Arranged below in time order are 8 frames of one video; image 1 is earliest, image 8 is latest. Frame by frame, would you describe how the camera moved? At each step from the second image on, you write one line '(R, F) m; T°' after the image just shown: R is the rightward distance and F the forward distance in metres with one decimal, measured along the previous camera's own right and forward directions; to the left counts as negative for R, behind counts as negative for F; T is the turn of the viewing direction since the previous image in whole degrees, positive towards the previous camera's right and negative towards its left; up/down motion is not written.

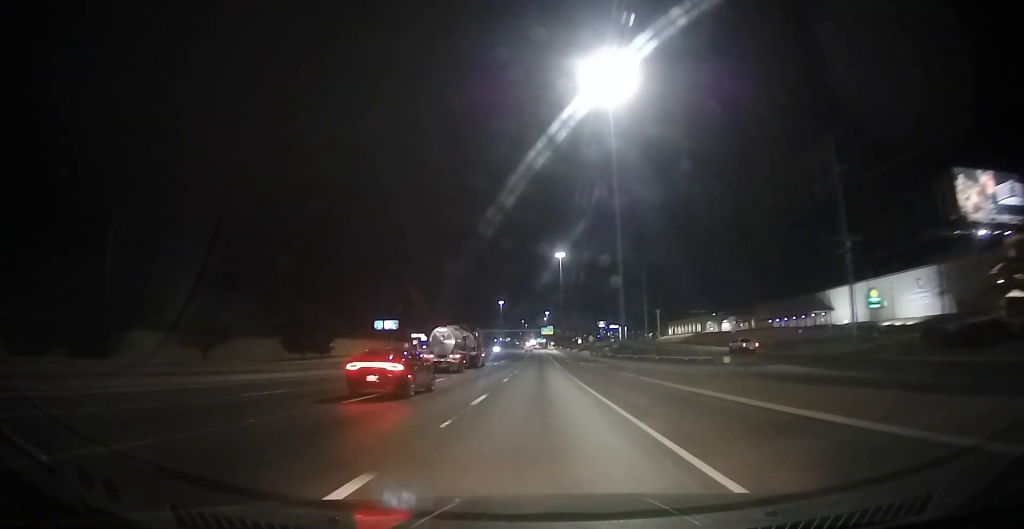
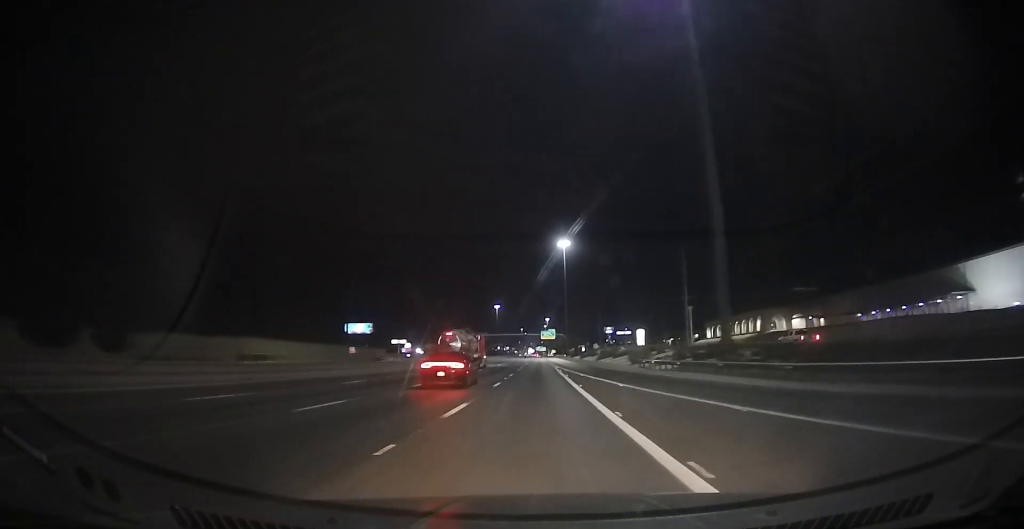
(-0.1, +51.7) m; 0°
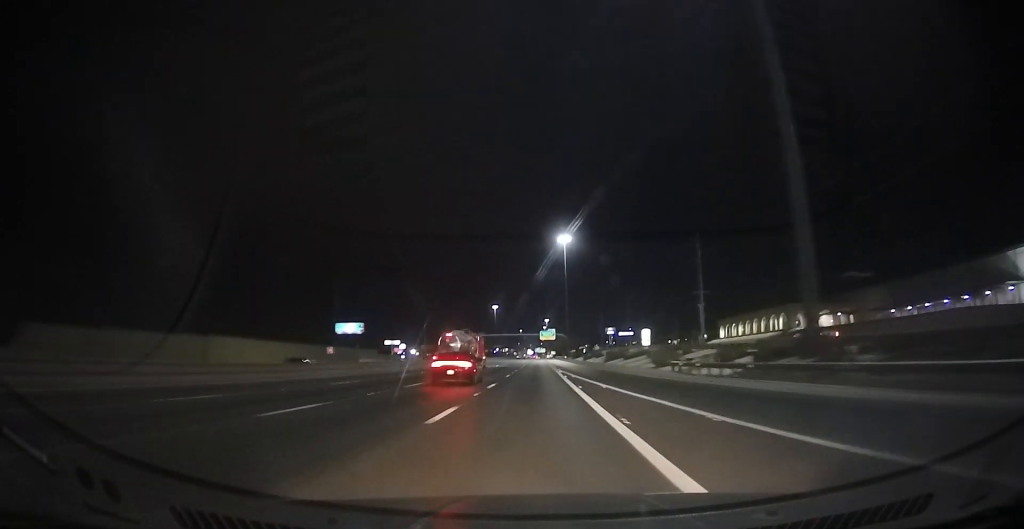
(+0.2, +13.7) m; 0°
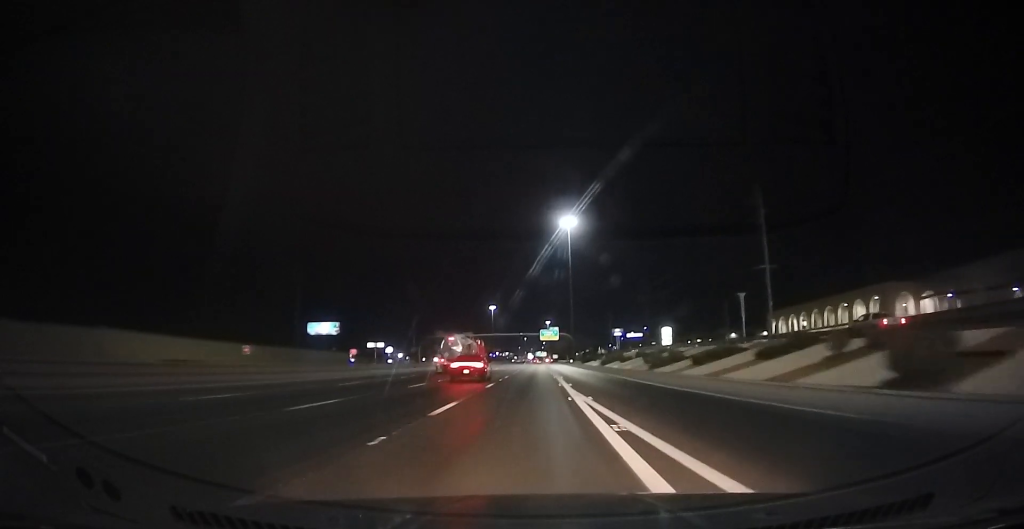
(-0.5, +35.3) m; -1°
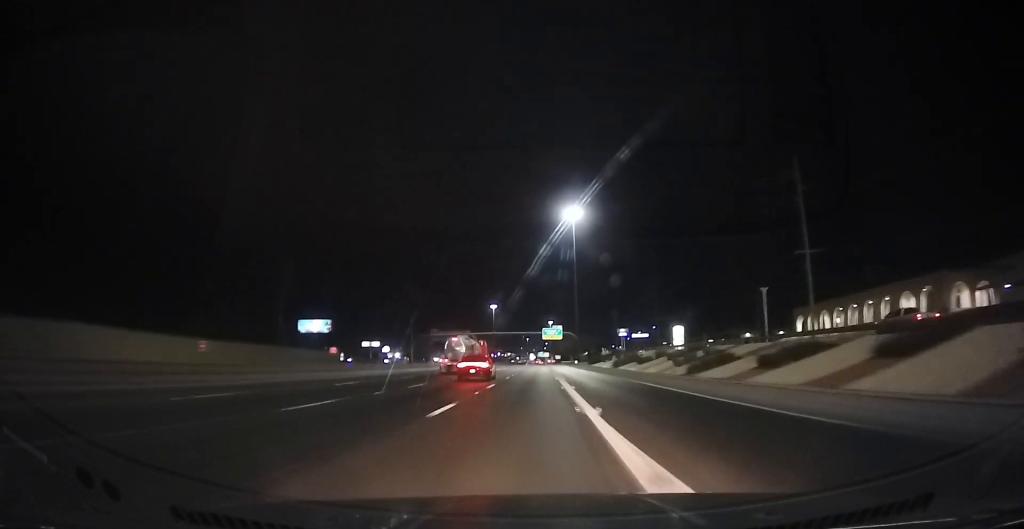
(0.0, +12.6) m; 0°
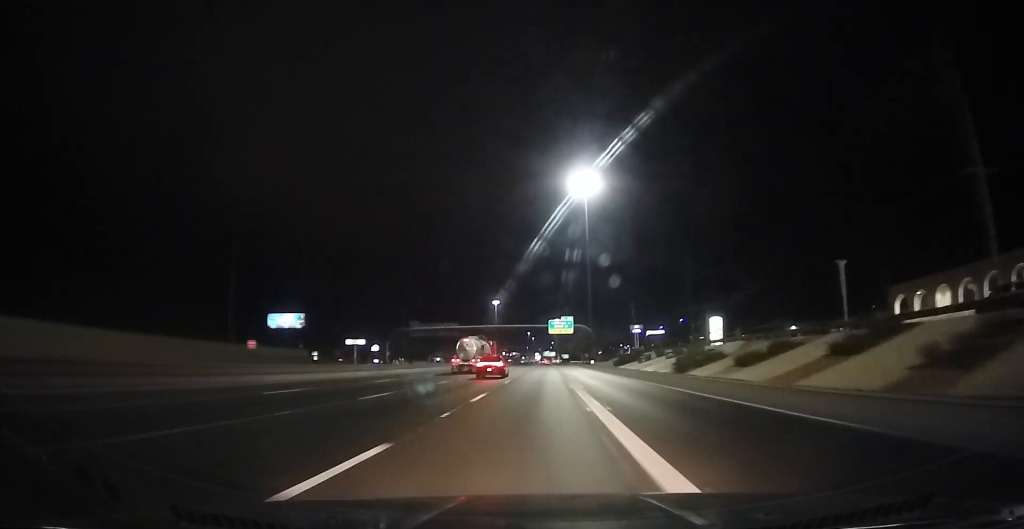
(-0.2, +32.0) m; +1°
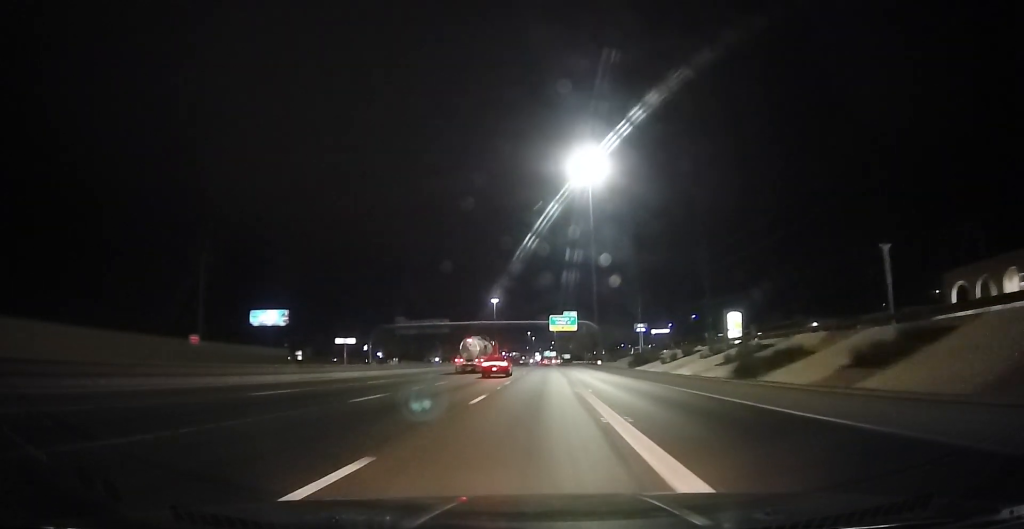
(+0.3, +13.4) m; 0°
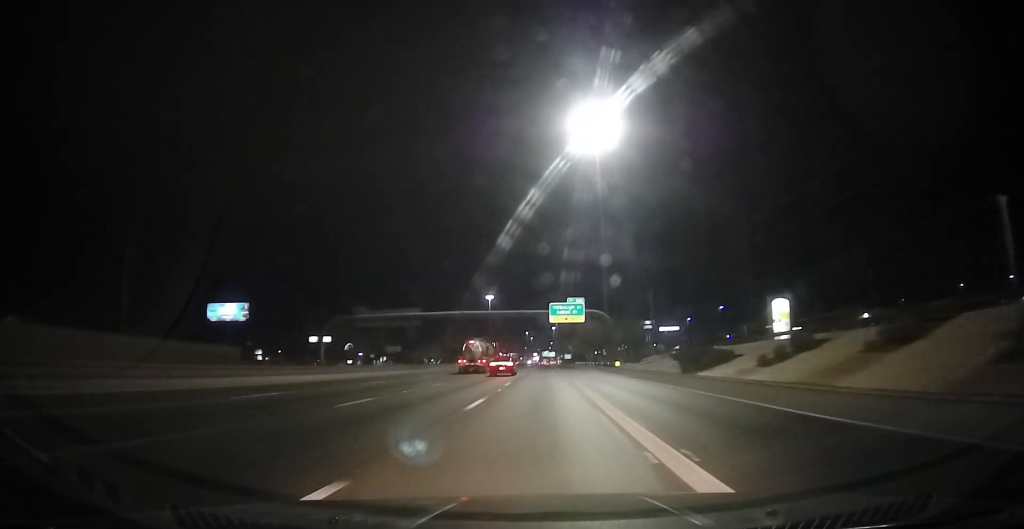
(+0.1, +25.9) m; 0°
